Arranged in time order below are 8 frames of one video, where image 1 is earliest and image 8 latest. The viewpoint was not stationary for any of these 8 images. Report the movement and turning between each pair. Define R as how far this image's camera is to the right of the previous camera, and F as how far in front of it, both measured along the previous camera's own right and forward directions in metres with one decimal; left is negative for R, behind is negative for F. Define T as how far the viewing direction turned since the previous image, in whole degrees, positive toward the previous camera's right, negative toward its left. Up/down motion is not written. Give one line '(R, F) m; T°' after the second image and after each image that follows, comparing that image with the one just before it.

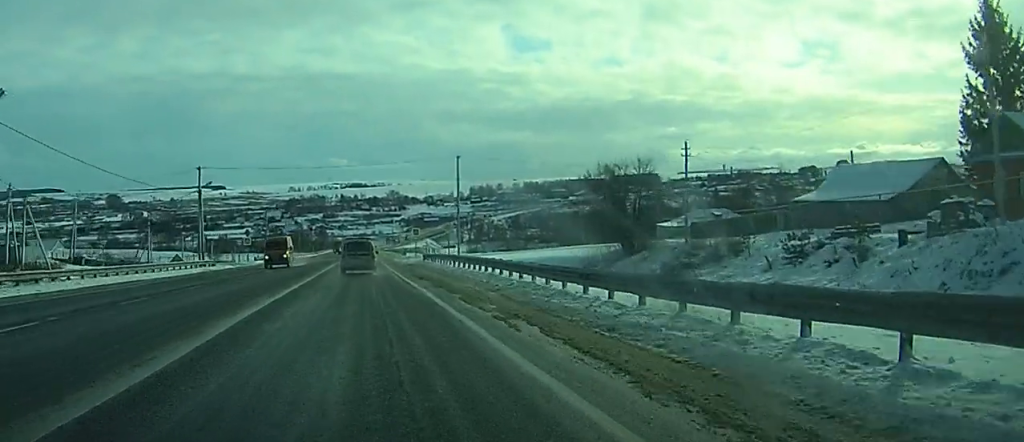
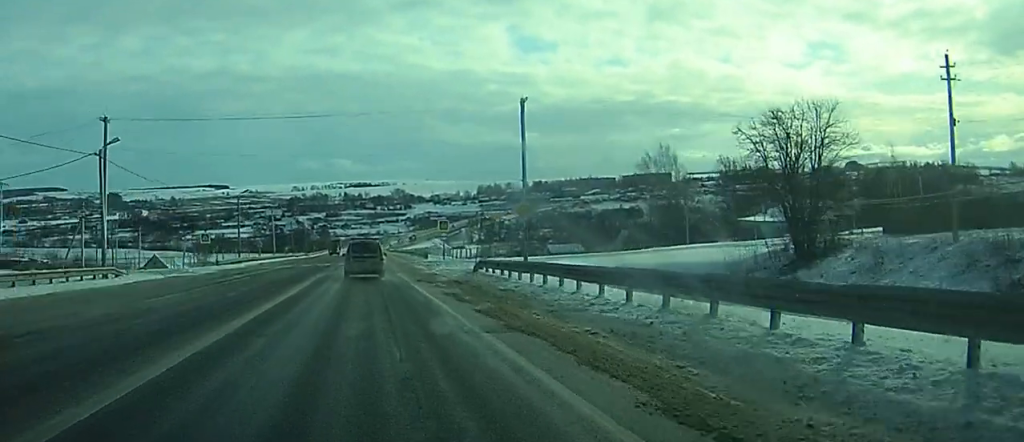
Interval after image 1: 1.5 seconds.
(+2.2, +32.8) m; +4°
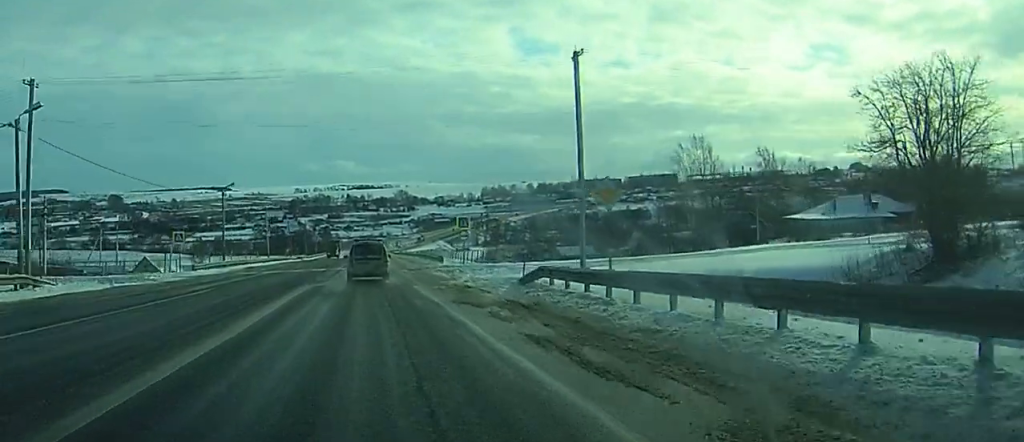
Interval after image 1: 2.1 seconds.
(0.0, +12.6) m; 0°
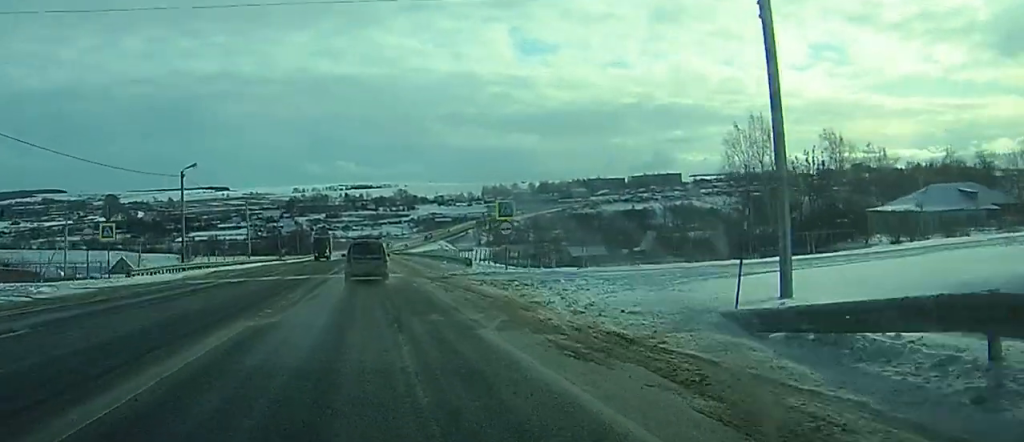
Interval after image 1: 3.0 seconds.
(0.0, +18.5) m; 0°
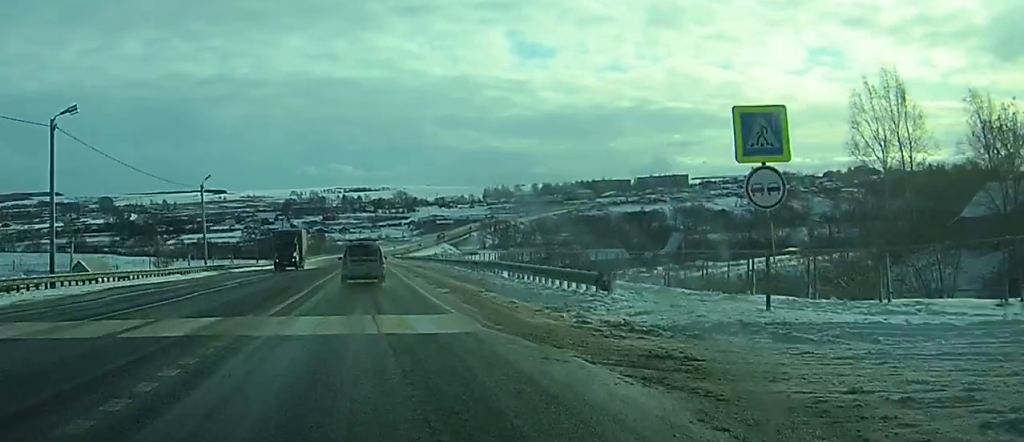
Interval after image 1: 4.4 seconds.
(+0.1, +27.4) m; 0°
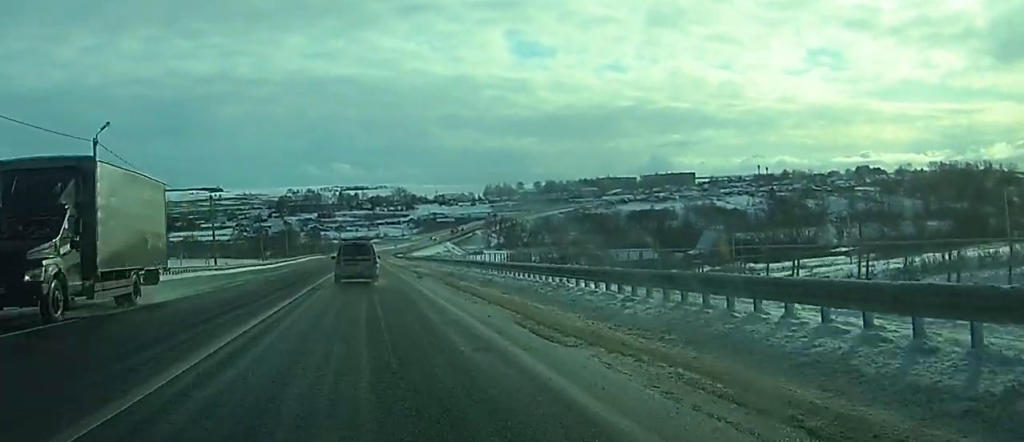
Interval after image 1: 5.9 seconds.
(-0.1, +29.6) m; 0°
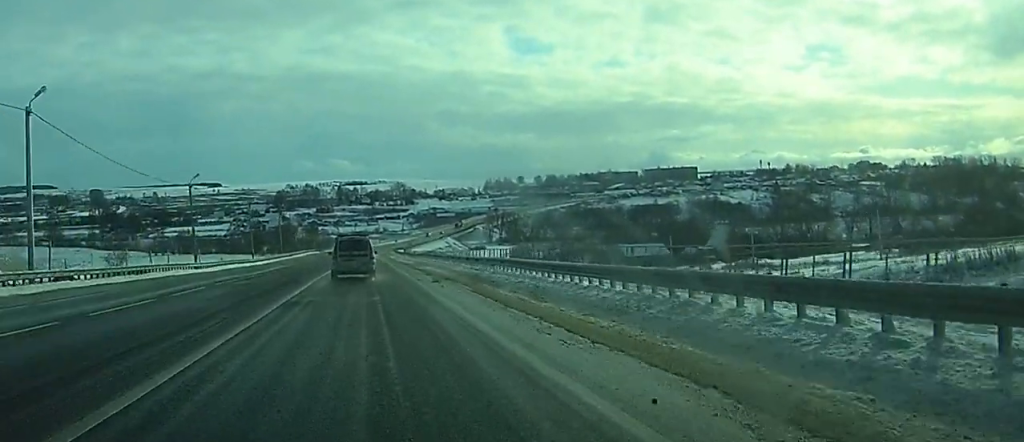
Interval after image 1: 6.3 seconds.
(0.0, +9.2) m; 0°
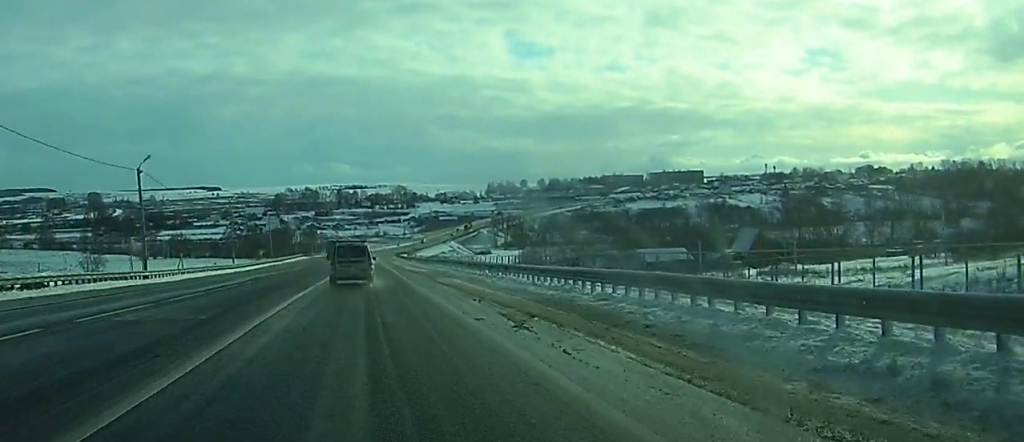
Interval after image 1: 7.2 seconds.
(+0.1, +16.6) m; 0°
